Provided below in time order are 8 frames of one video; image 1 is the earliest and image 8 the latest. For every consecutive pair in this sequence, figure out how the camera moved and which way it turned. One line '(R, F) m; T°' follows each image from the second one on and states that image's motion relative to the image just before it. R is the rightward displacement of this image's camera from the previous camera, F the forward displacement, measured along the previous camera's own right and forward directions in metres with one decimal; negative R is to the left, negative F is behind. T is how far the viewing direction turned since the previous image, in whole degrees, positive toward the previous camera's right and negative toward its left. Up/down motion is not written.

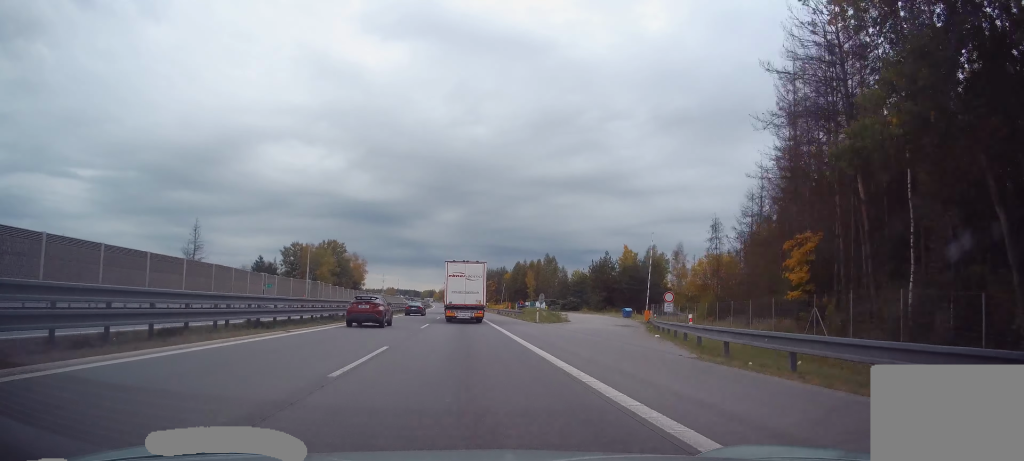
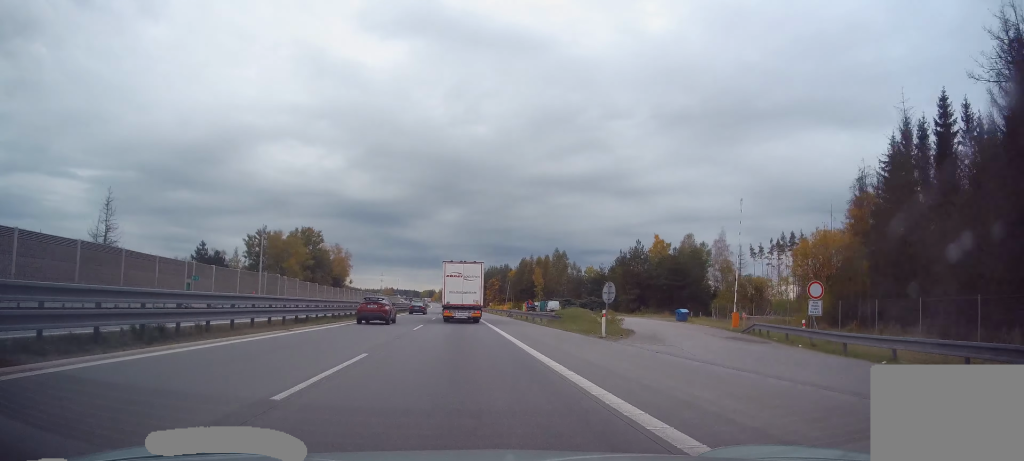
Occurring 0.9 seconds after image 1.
(0.0, +19.8) m; -1°
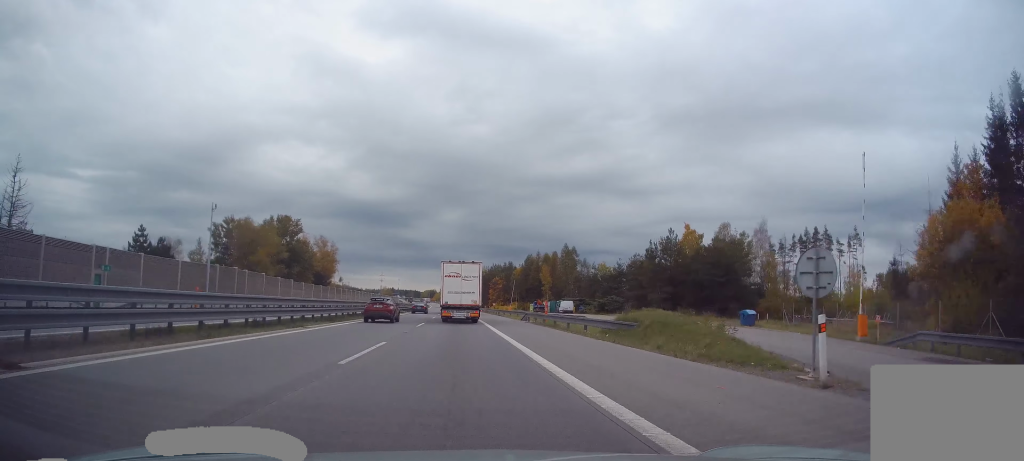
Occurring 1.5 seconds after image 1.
(+0.1, +14.4) m; -1°
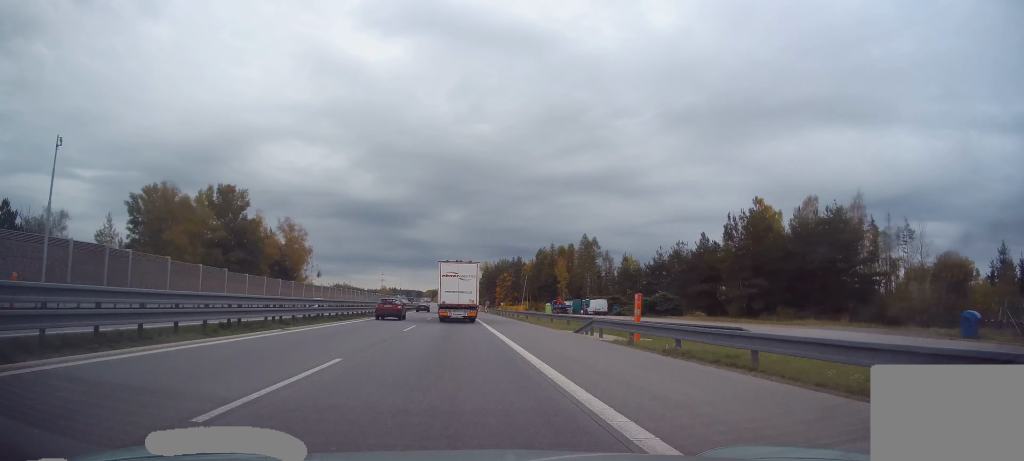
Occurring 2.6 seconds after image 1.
(-0.5, +23.5) m; 0°
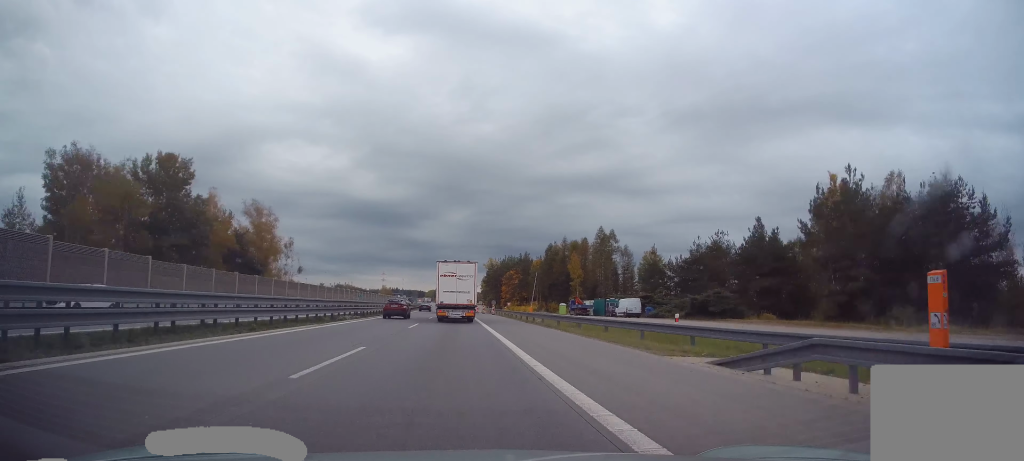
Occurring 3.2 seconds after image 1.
(+0.3, +15.4) m; +1°
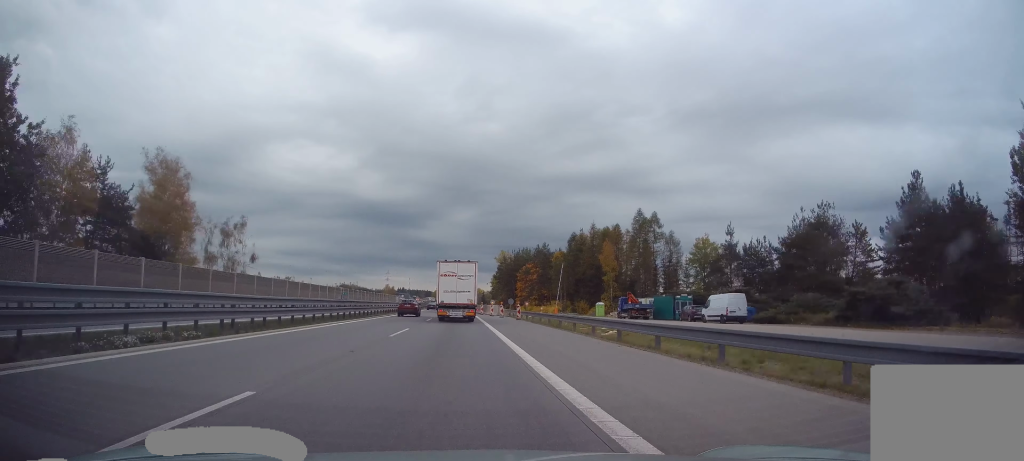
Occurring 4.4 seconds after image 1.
(+0.3, +25.2) m; -1°
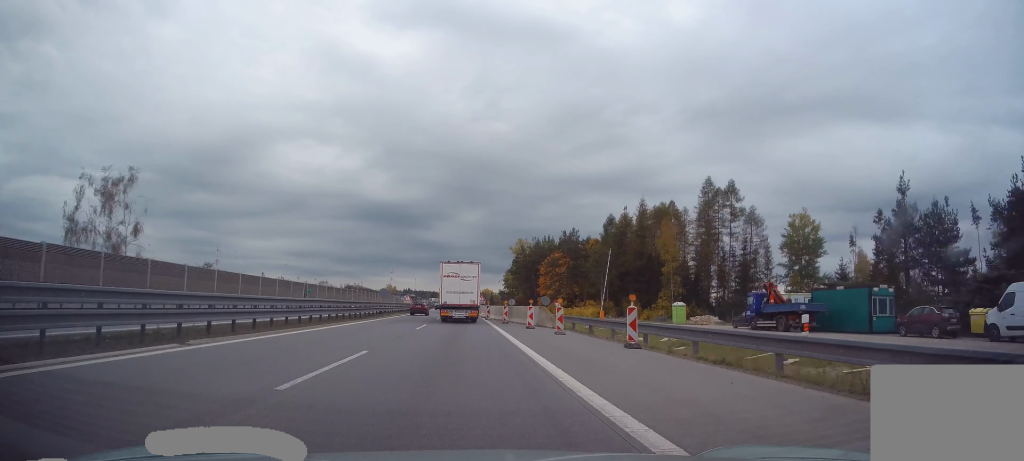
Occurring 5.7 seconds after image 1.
(-0.8, +29.7) m; -2°
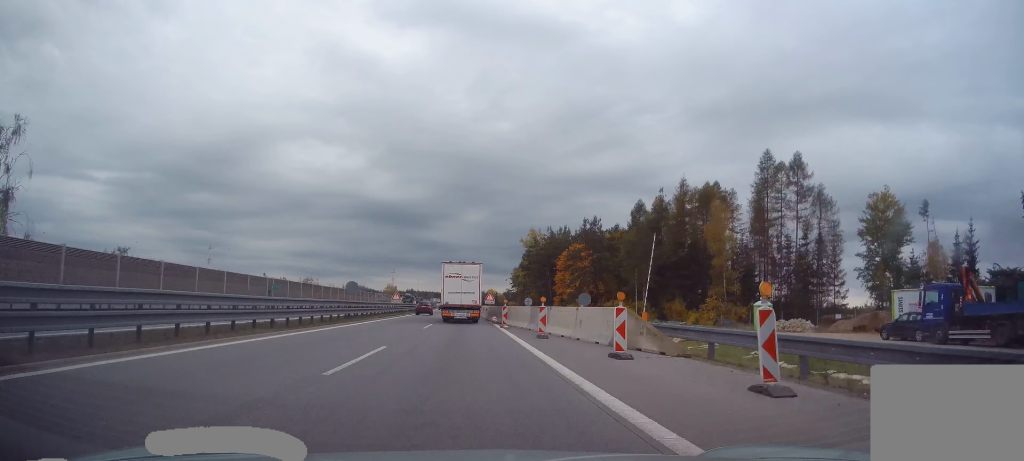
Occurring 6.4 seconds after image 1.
(0.0, +17.2) m; 0°
